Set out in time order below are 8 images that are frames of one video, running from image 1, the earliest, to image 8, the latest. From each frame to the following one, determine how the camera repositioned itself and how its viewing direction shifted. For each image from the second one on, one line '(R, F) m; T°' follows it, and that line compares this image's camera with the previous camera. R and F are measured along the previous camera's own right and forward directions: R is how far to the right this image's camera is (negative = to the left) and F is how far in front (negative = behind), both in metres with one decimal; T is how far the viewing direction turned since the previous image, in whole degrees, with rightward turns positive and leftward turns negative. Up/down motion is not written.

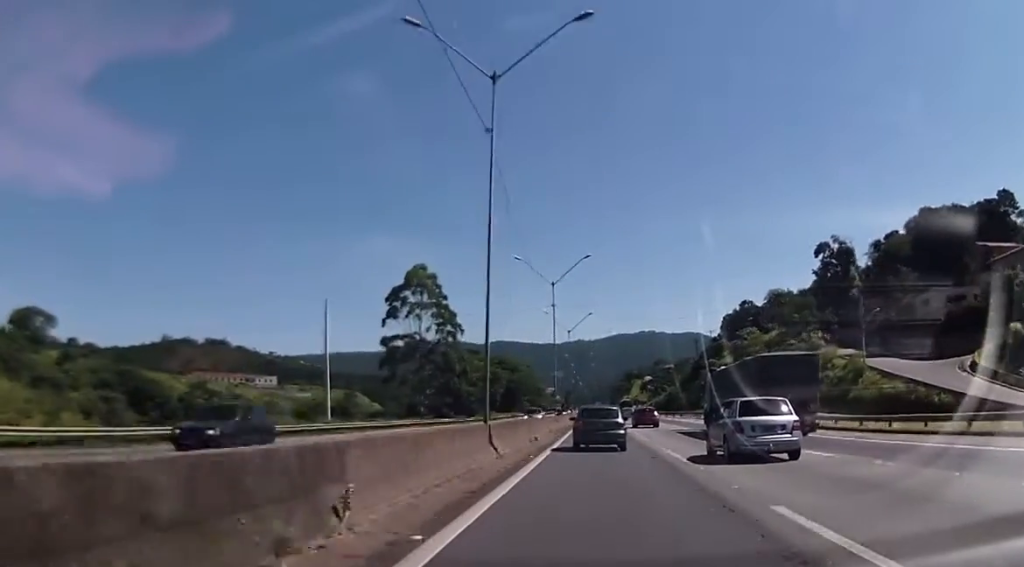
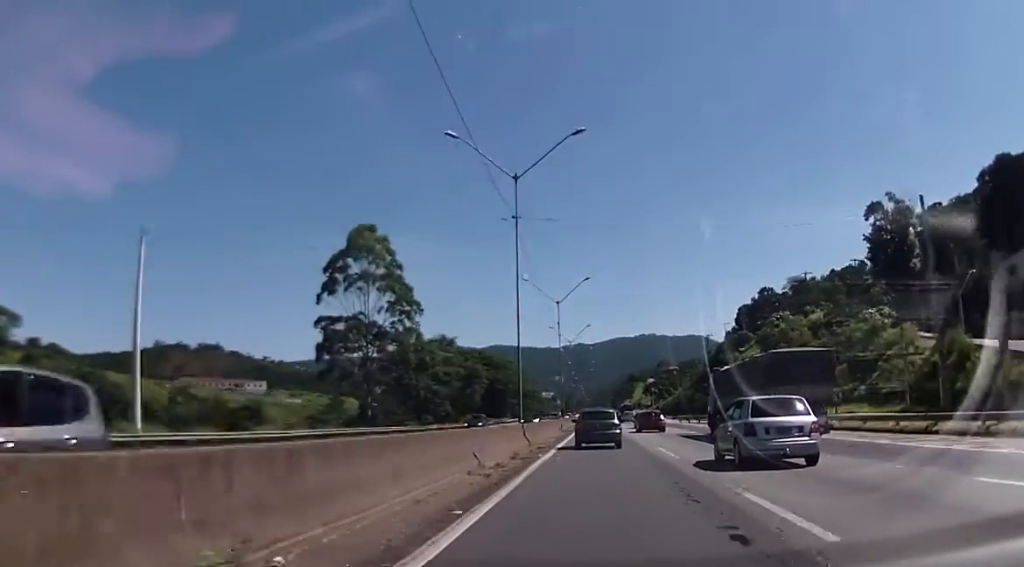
(+0.6, +25.3) m; +1°
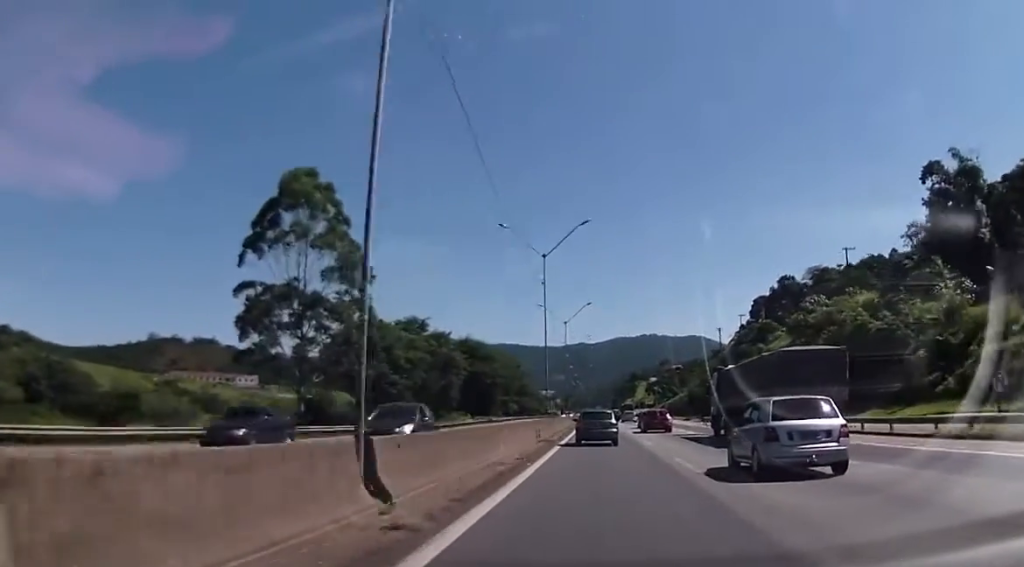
(-0.3, +19.2) m; -1°
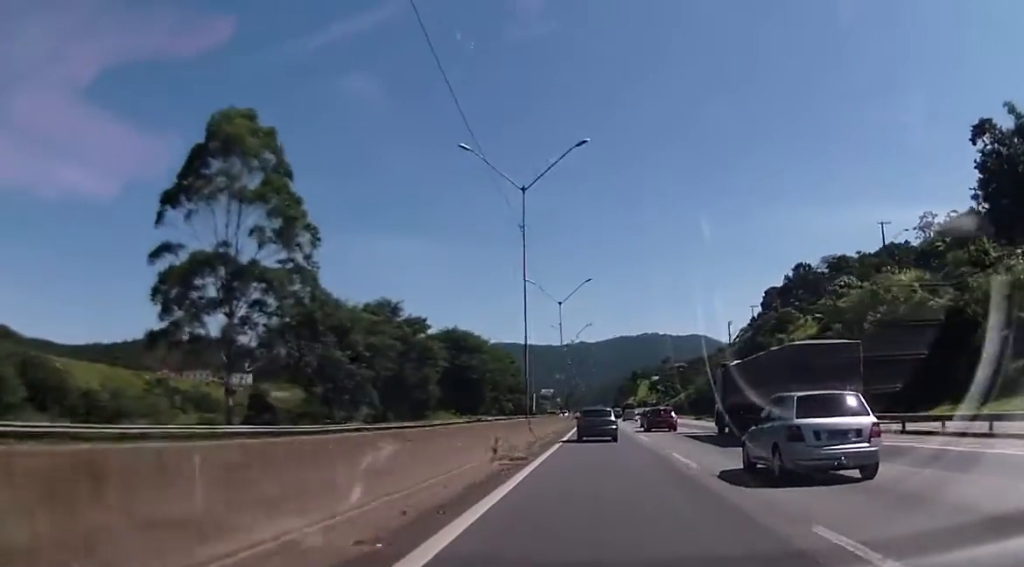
(-0.1, +13.2) m; -1°
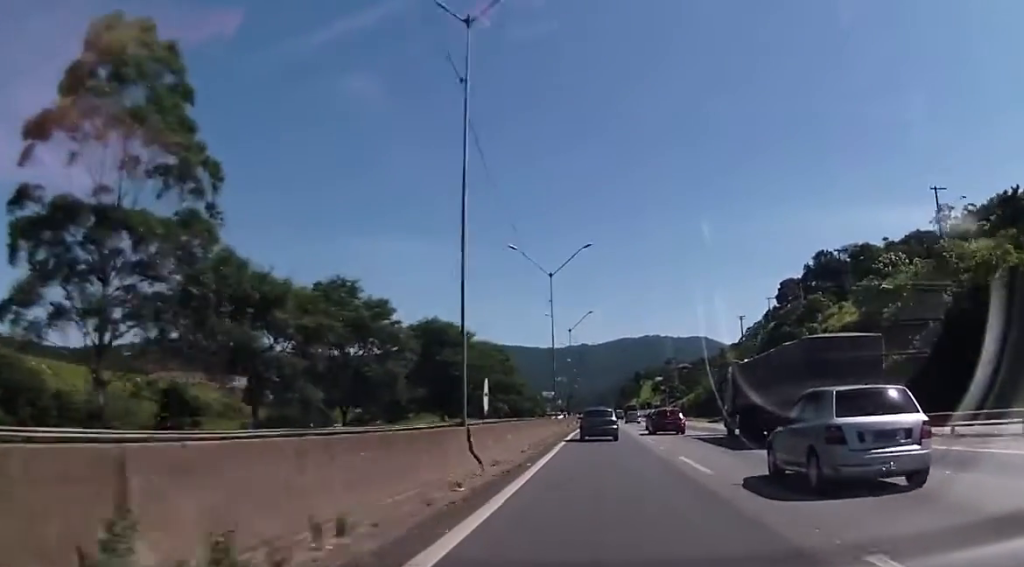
(+0.1, +14.9) m; -1°
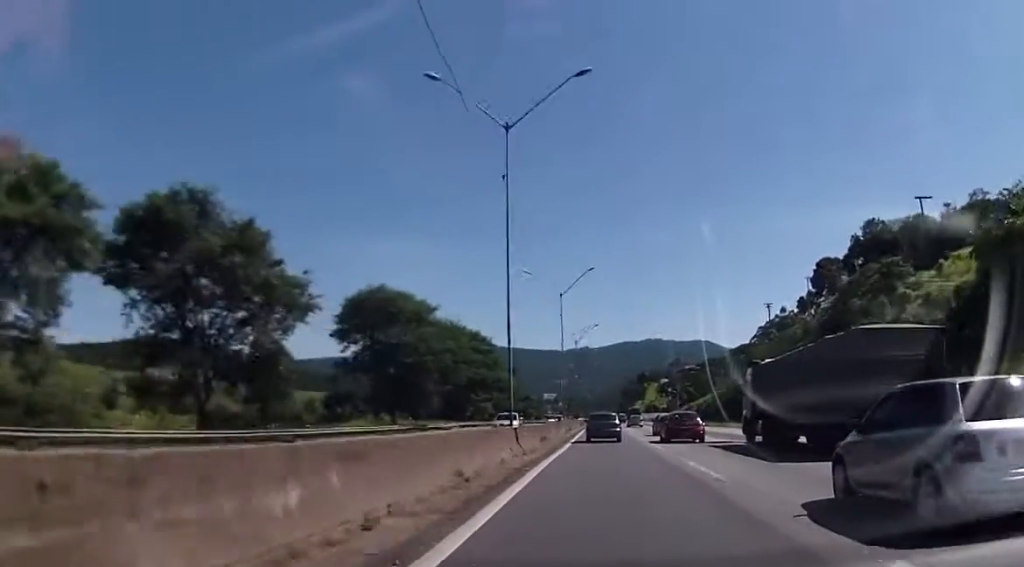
(-0.3, +27.1) m; 0°
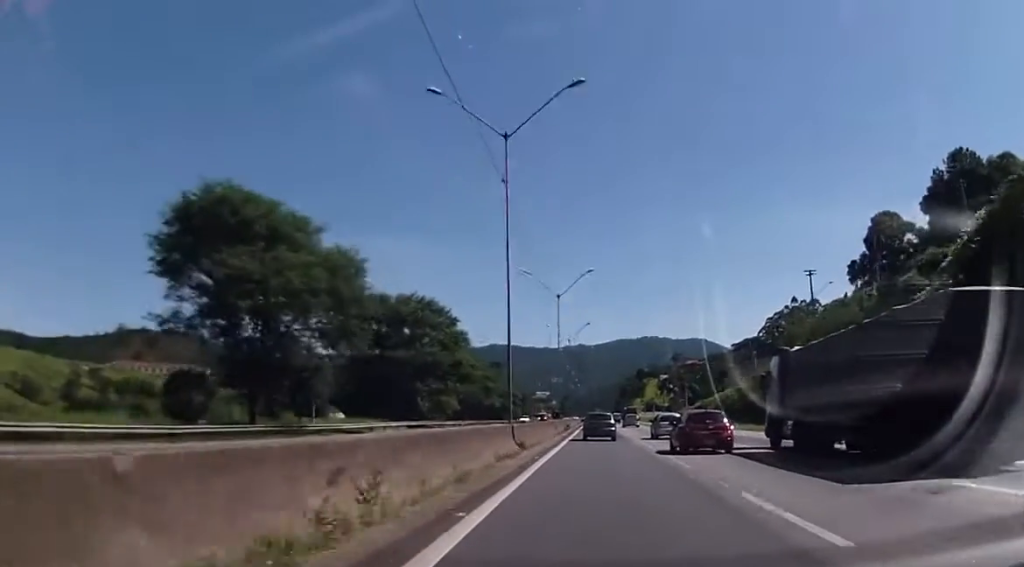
(+0.7, +34.0) m; +1°
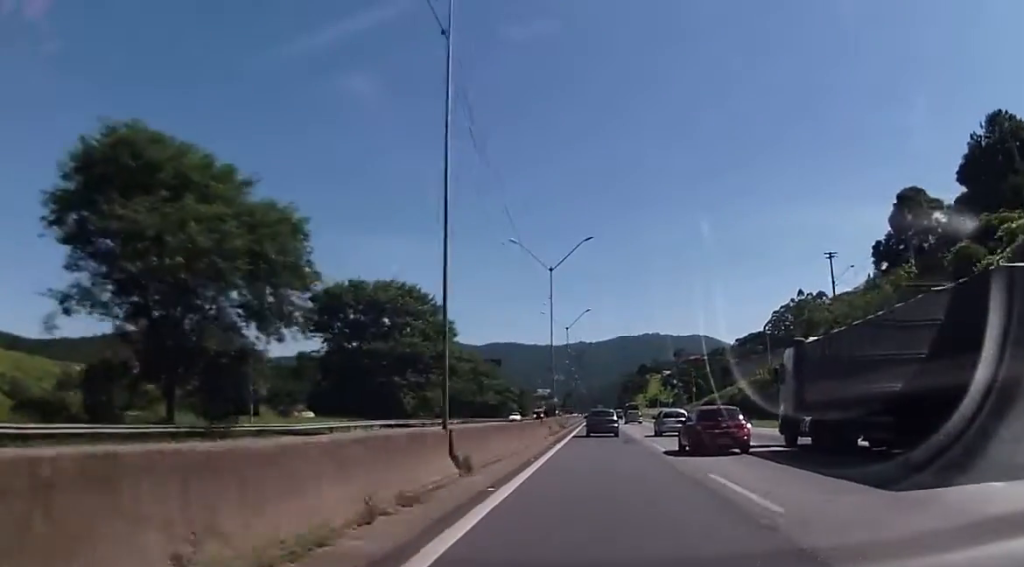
(+0.1, +10.6) m; 0°
